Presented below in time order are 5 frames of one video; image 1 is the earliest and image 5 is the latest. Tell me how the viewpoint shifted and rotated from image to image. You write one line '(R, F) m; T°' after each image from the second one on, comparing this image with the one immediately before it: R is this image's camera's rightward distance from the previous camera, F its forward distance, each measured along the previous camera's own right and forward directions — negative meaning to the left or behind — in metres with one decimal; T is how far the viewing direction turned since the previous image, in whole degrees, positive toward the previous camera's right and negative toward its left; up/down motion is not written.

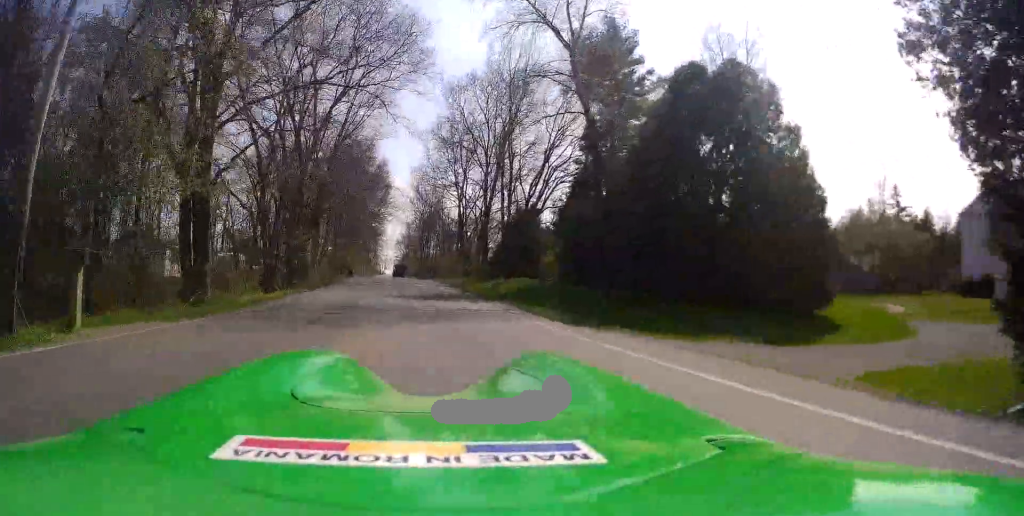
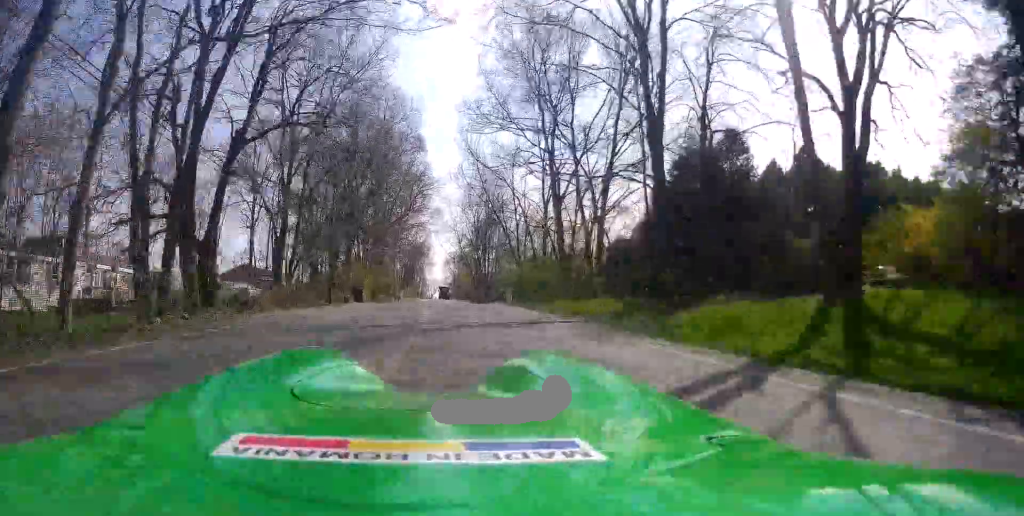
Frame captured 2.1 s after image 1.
(-1.3, +32.1) m; -5°
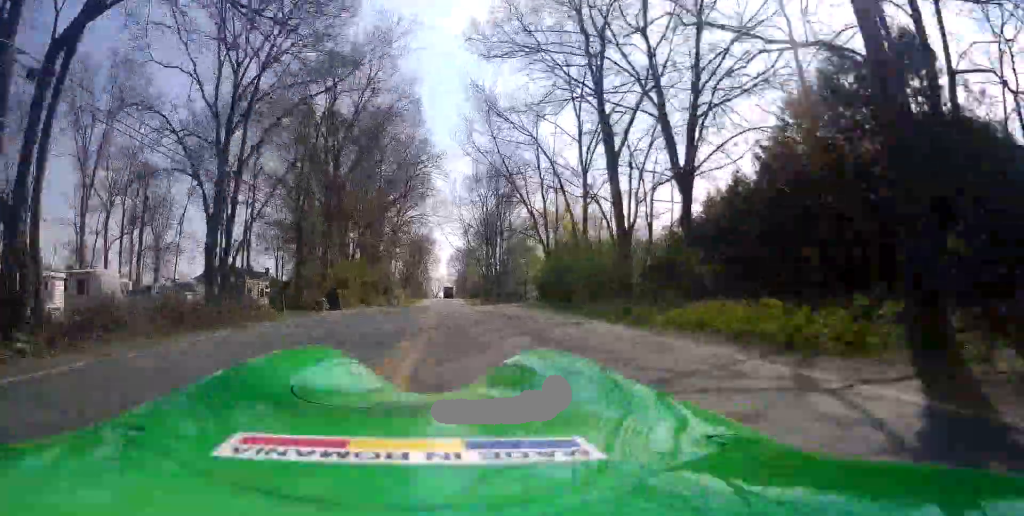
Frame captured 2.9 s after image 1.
(0.0, +11.7) m; -1°
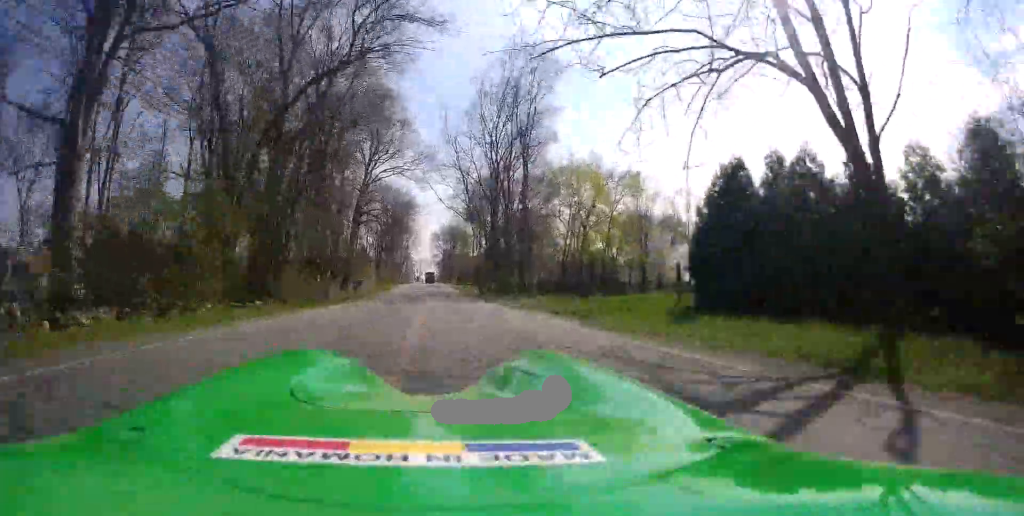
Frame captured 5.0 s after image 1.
(-0.4, +30.2) m; +1°
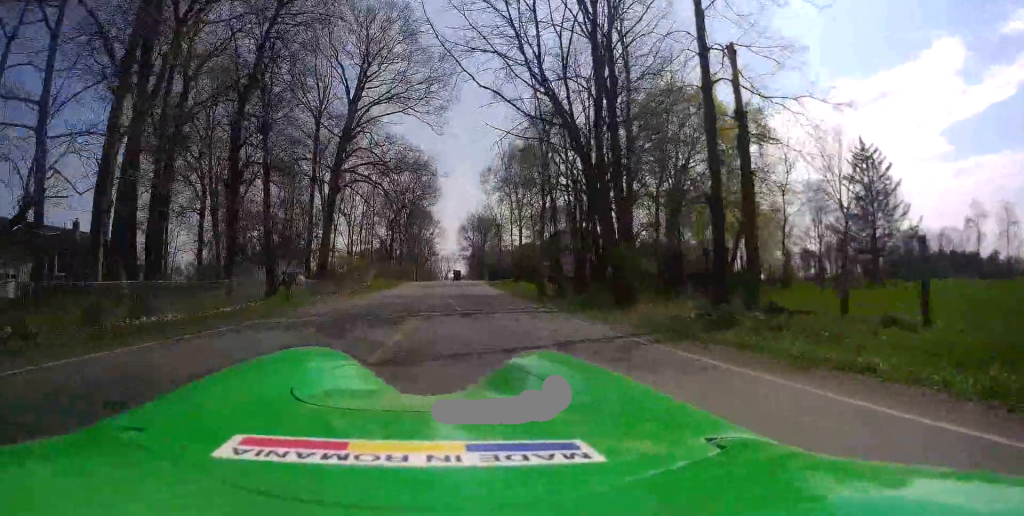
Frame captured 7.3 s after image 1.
(+0.3, +22.1) m; -1°
